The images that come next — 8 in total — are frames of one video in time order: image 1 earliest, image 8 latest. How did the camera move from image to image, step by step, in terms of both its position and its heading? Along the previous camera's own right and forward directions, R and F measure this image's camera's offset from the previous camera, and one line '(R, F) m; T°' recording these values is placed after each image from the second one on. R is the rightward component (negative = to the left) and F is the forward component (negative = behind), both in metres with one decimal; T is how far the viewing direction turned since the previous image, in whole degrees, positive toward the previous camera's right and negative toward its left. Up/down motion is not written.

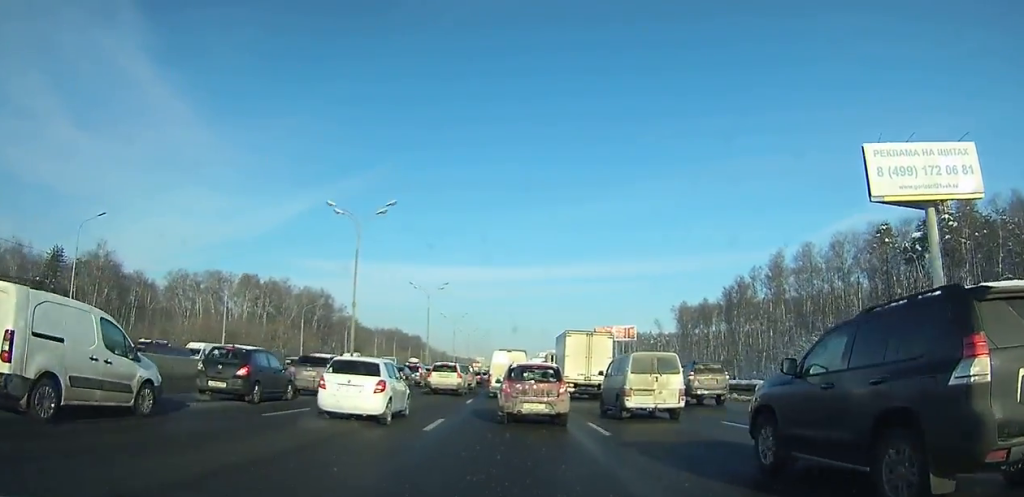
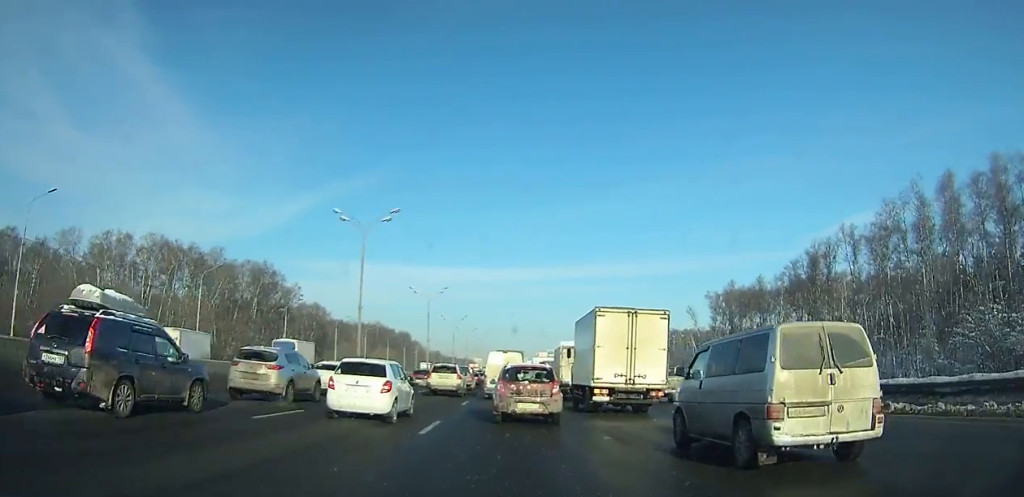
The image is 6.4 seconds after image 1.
(0.0, +39.8) m; 0°
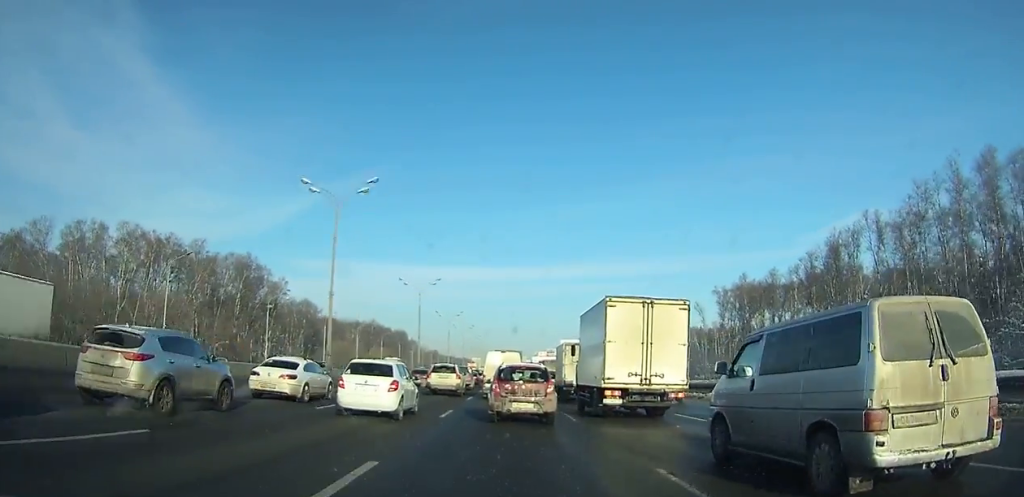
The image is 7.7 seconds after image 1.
(0.0, +8.1) m; 0°
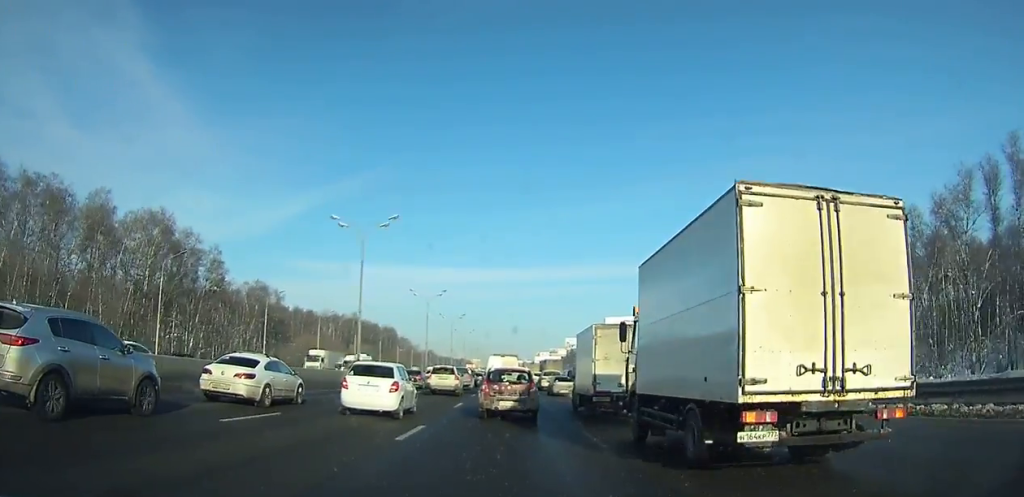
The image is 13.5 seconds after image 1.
(0.0, +36.2) m; 0°
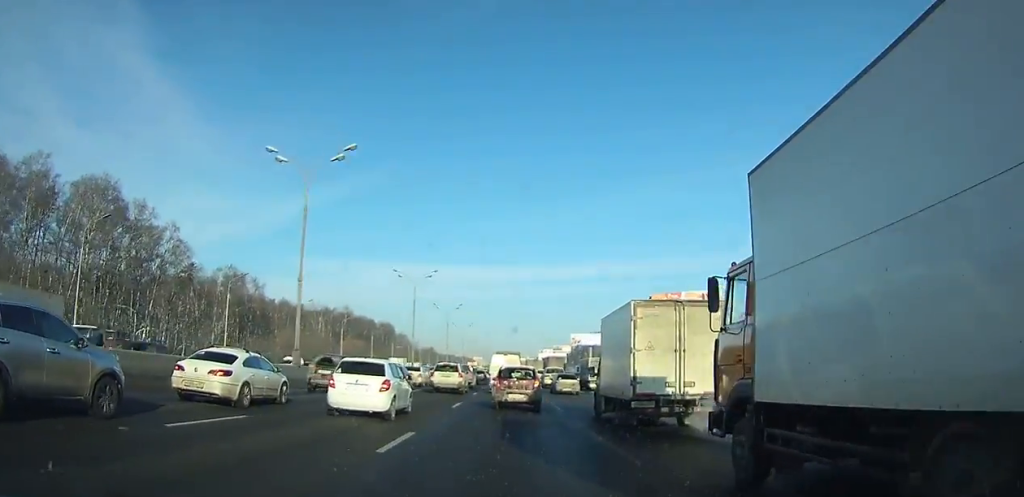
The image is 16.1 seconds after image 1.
(0.0, +16.1) m; 0°
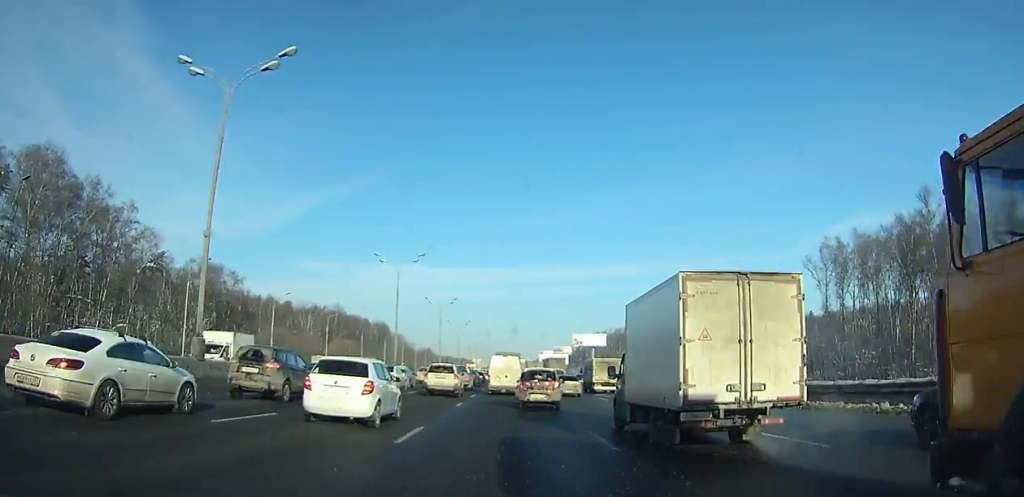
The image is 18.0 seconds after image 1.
(0.0, +11.7) m; 0°
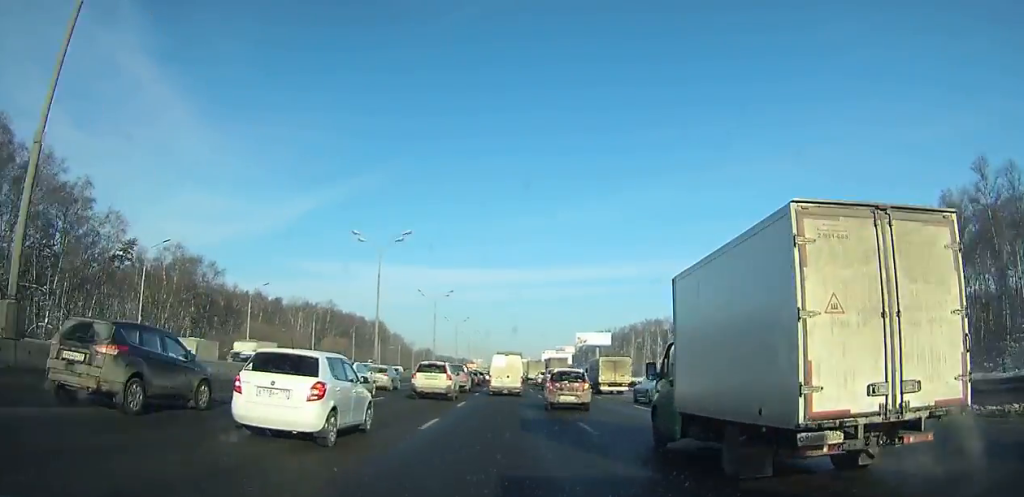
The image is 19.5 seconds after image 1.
(0.0, +9.2) m; 0°
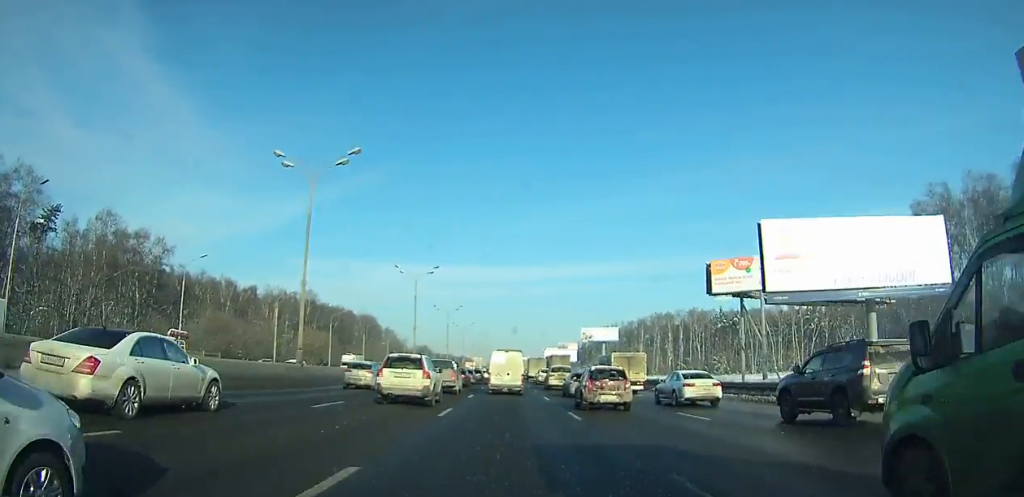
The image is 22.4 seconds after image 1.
(0.0, +17.6) m; 0°
